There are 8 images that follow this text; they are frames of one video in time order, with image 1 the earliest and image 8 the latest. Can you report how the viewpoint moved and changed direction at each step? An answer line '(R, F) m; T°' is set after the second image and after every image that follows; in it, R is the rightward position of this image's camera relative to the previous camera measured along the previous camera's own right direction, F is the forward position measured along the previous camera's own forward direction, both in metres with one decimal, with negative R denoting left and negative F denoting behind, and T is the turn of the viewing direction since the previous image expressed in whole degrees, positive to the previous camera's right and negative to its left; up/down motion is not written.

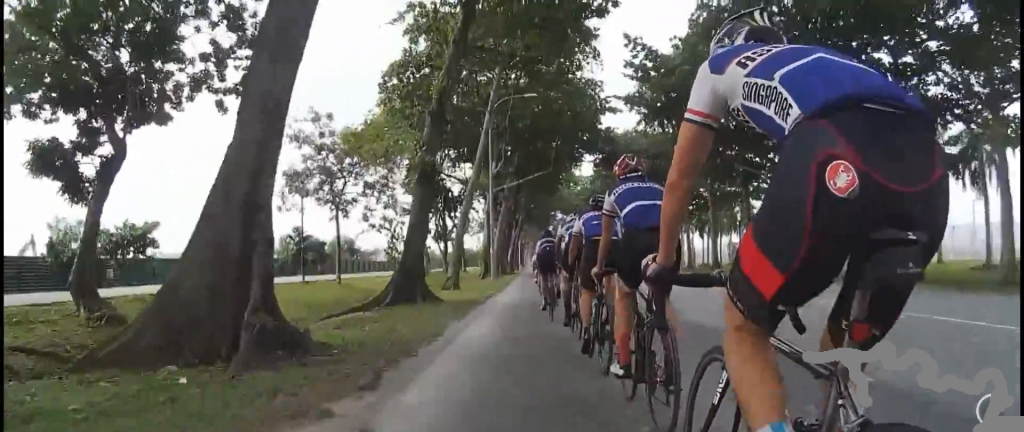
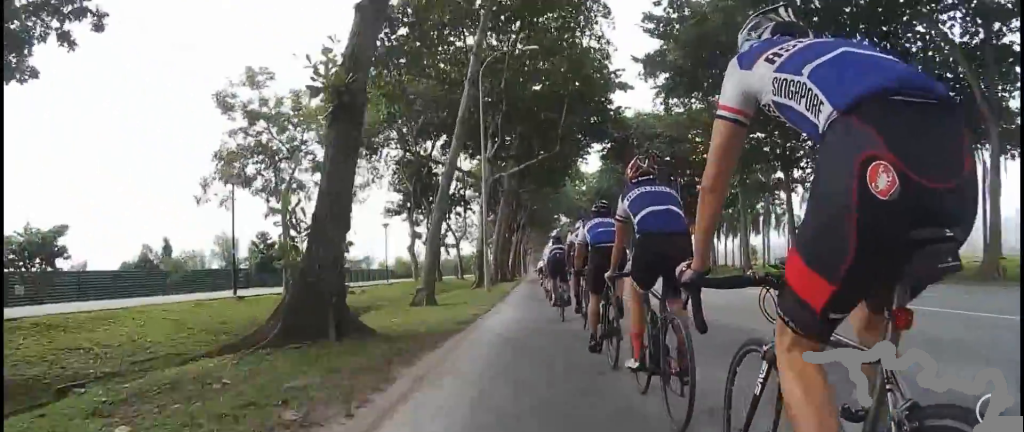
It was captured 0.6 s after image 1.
(+0.6, +6.4) m; -1°
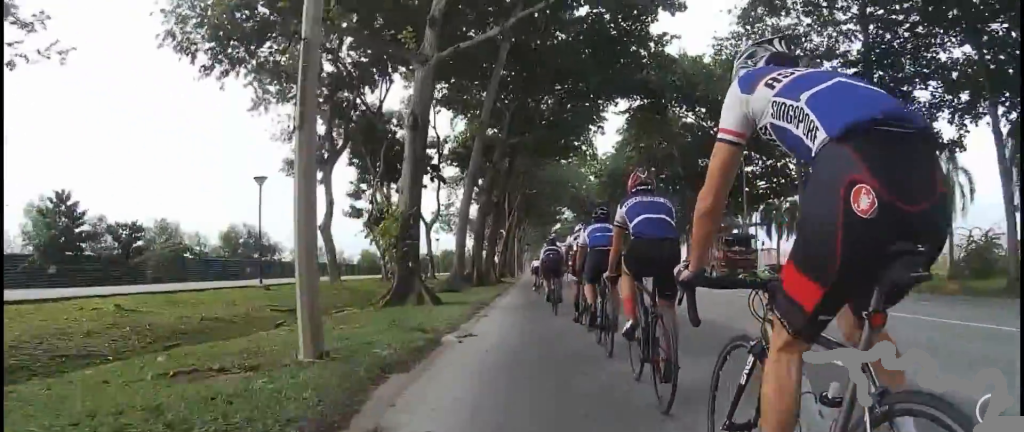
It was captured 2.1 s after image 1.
(-1.2, +17.7) m; -1°
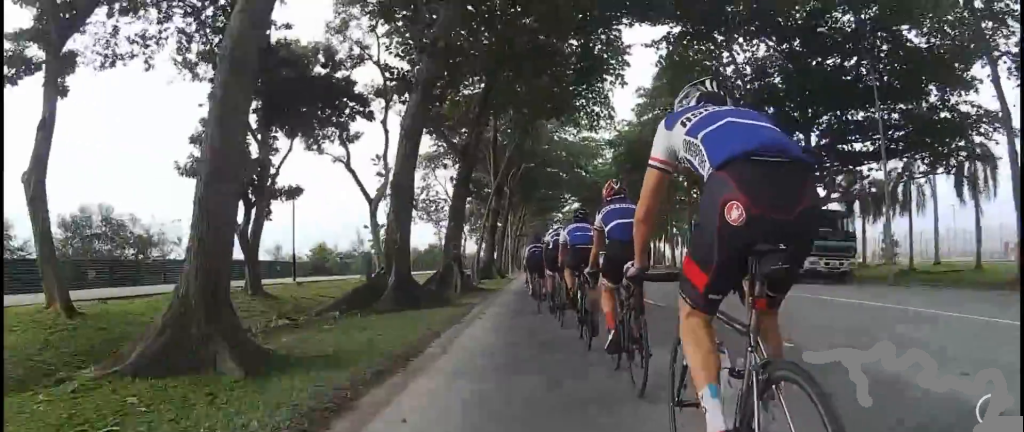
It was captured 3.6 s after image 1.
(+1.3, +16.5) m; +1°
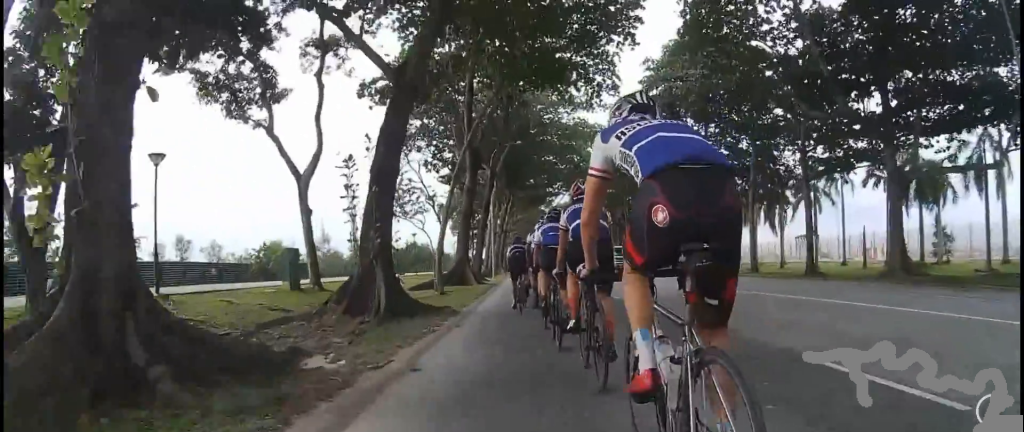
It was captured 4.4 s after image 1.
(-0.3, +8.8) m; -1°
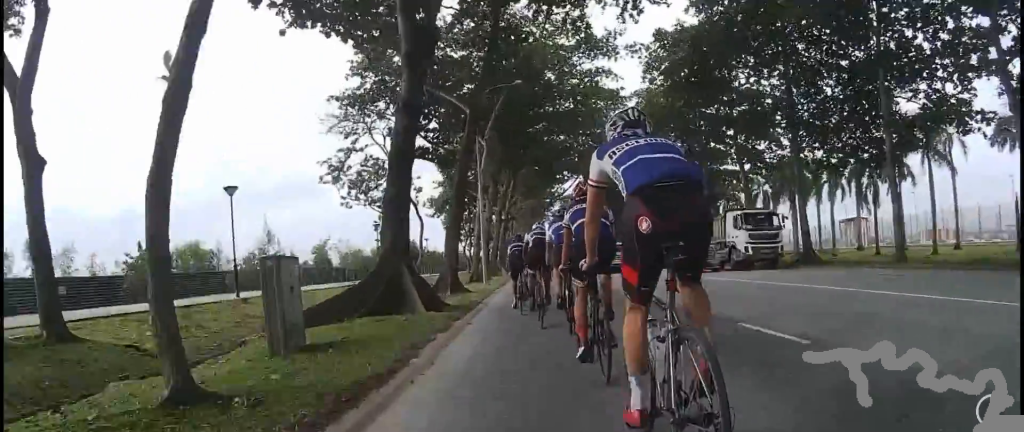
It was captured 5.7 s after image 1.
(0.0, +15.4) m; 0°
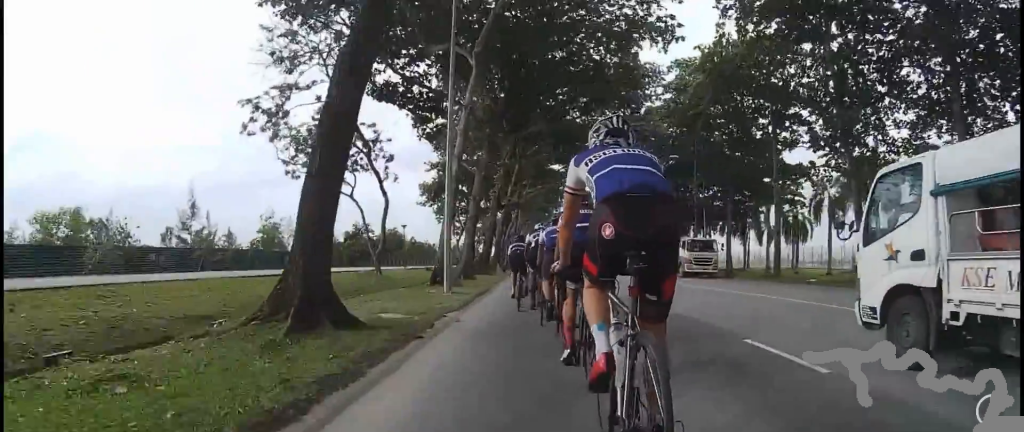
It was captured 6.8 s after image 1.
(+0.3, +12.4) m; 0°
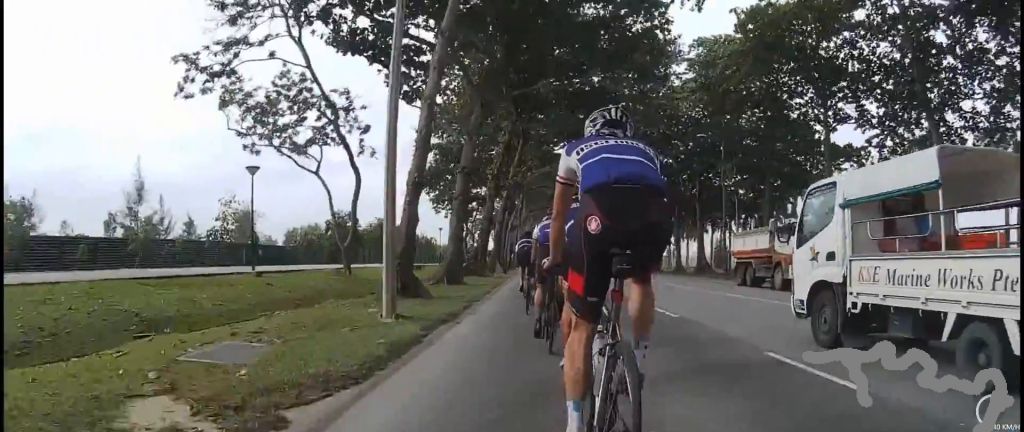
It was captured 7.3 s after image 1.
(0.0, +6.1) m; +1°
